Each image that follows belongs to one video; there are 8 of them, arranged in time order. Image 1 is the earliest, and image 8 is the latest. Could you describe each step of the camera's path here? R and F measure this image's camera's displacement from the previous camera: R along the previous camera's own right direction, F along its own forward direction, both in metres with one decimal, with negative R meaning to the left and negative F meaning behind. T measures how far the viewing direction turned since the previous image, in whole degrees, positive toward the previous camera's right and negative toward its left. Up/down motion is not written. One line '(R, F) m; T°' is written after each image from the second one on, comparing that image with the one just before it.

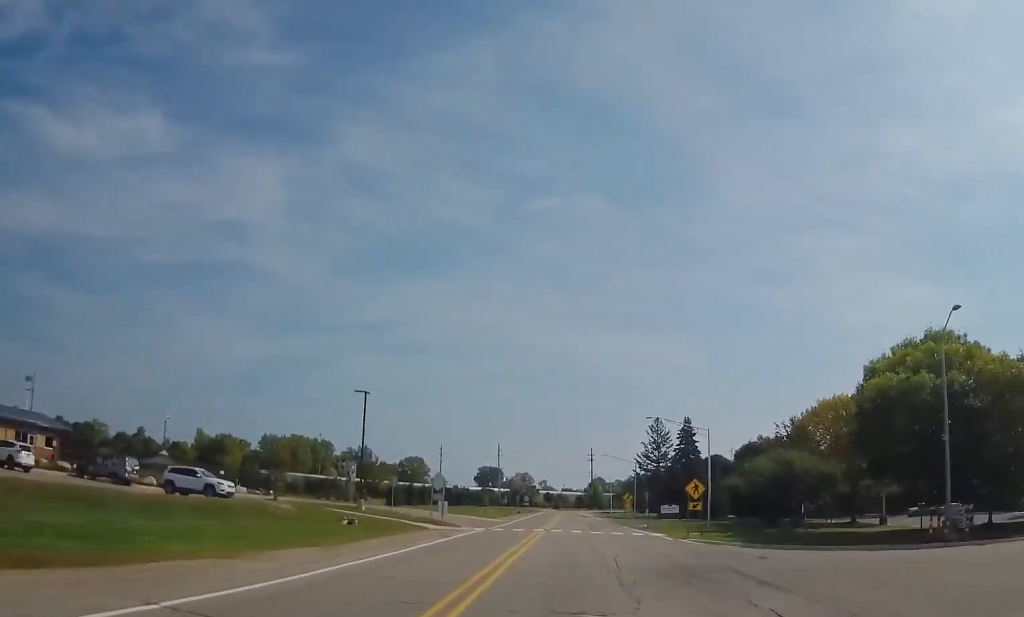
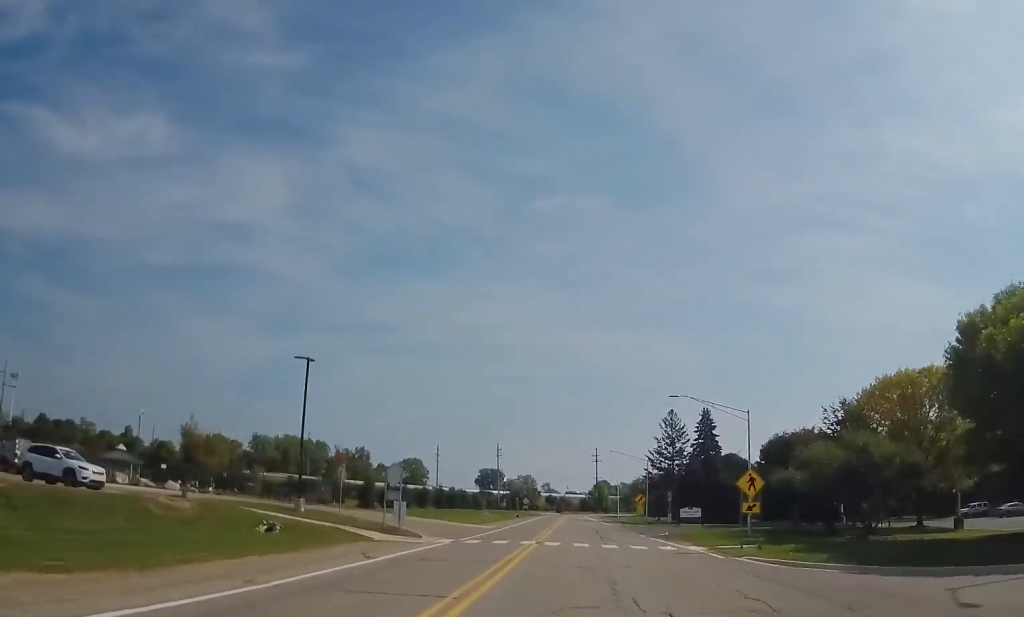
(0.0, +12.3) m; -1°
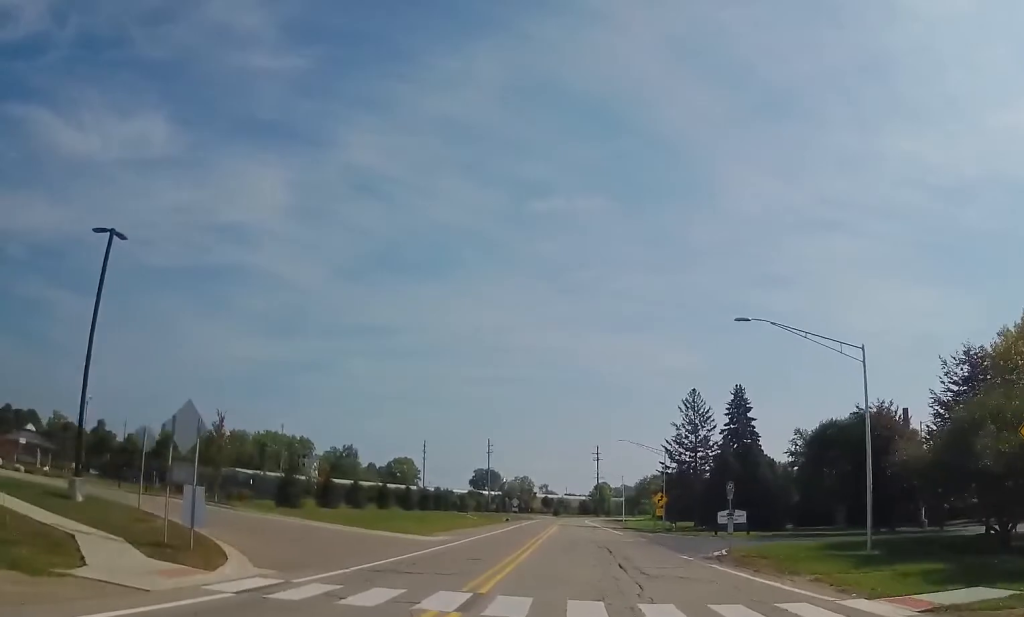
(-0.4, +19.0) m; -2°
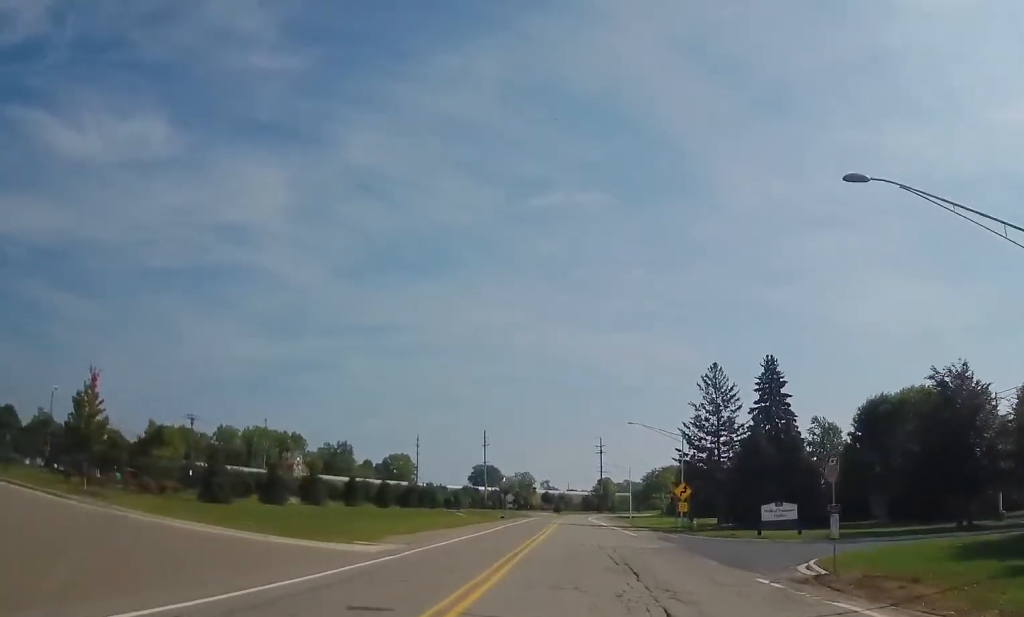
(-0.1, +11.5) m; +1°
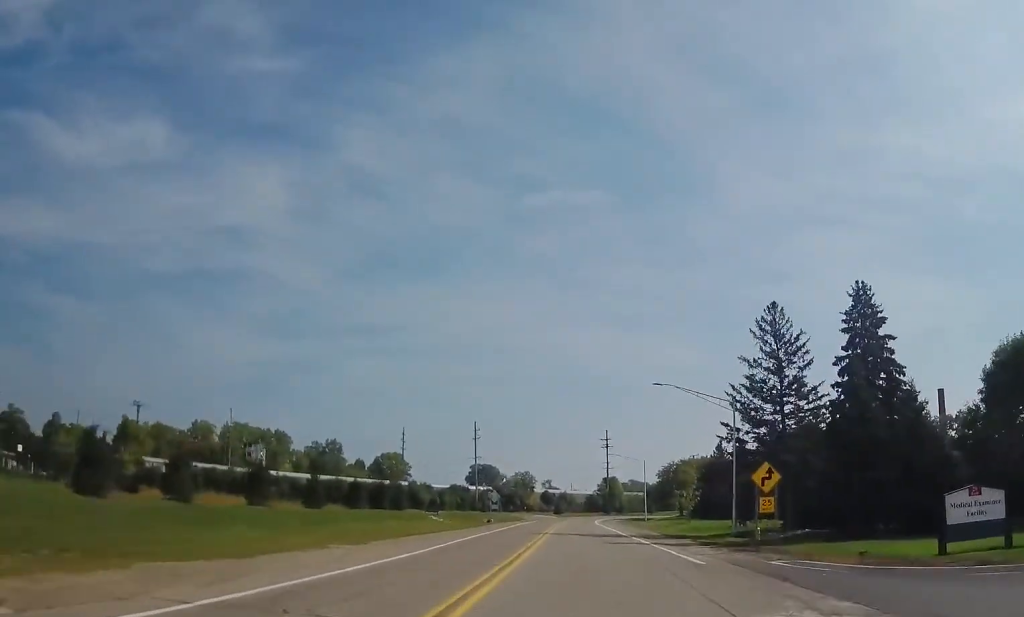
(+0.5, +20.3) m; +1°
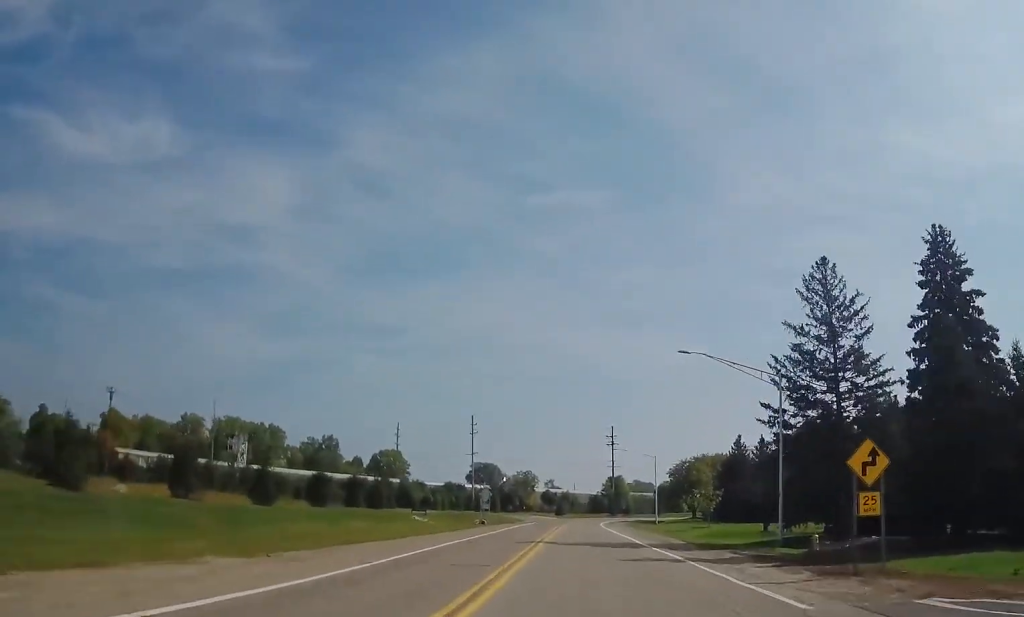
(0.0, +9.5) m; 0°
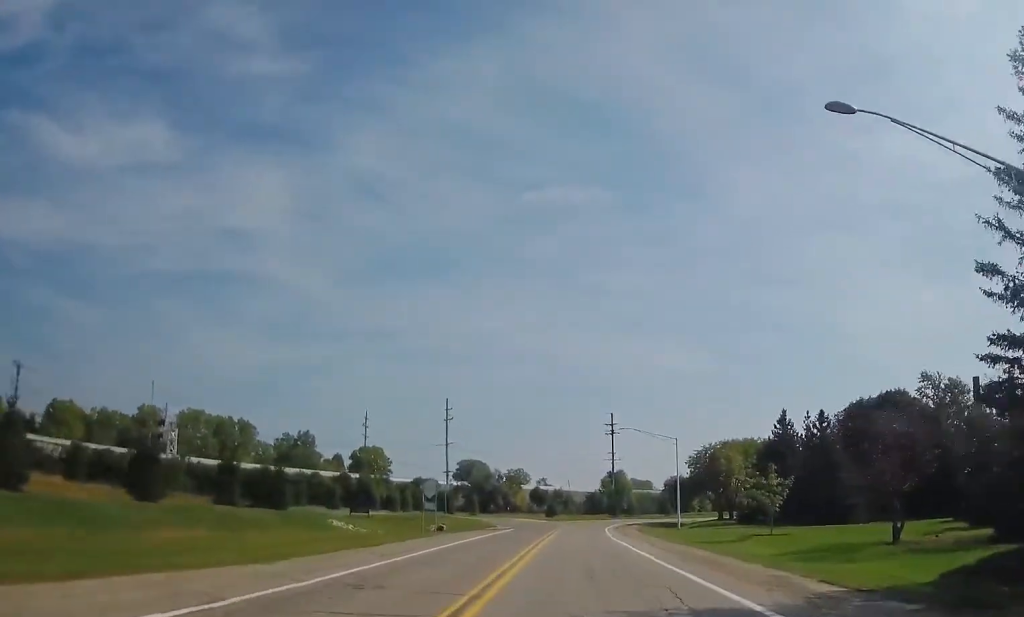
(0.0, +22.7) m; -2°
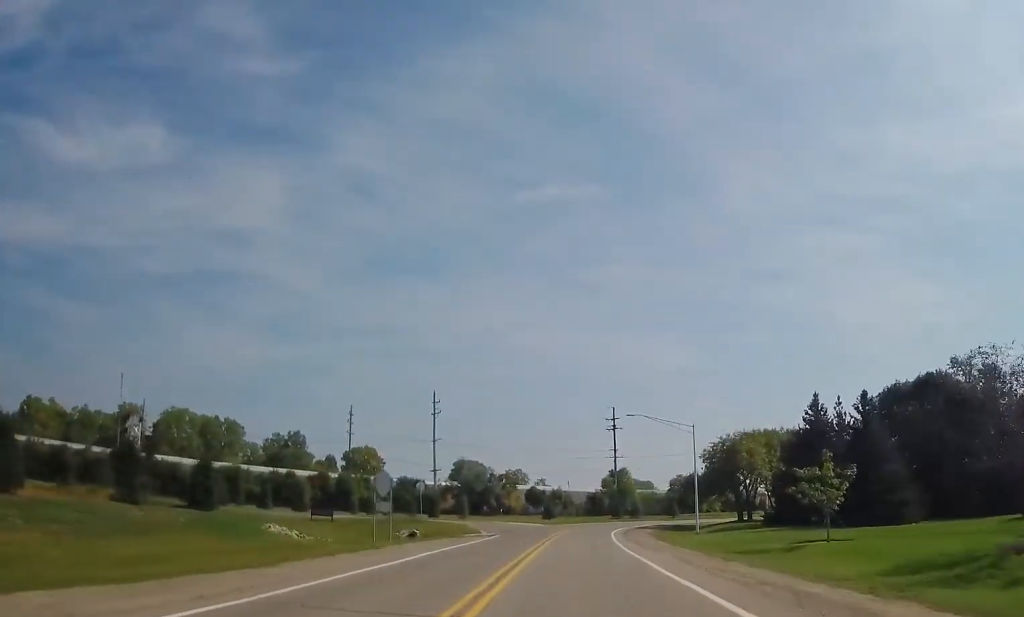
(-0.2, +10.0) m; -1°
